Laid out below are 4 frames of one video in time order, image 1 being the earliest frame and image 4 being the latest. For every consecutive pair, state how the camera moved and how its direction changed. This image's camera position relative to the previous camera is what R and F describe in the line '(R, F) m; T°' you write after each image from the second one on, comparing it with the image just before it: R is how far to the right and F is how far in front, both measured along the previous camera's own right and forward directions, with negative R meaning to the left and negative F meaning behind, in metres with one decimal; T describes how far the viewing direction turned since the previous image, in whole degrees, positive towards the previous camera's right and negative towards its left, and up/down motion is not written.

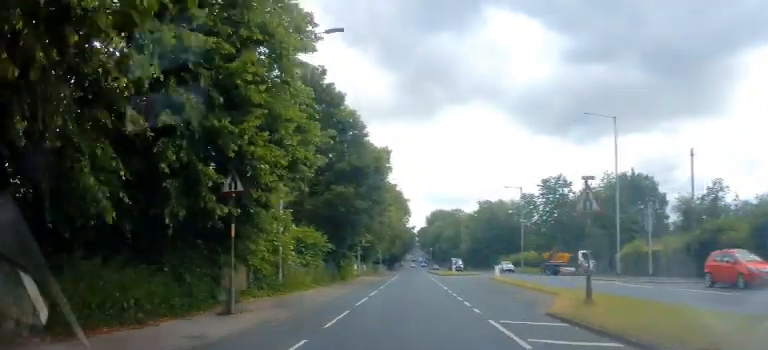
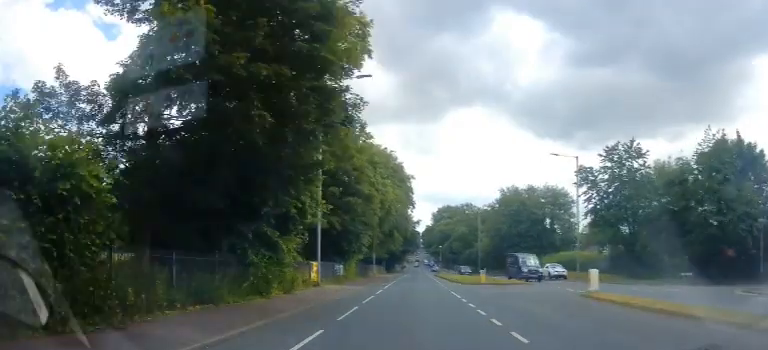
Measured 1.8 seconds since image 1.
(-0.1, +22.4) m; 0°
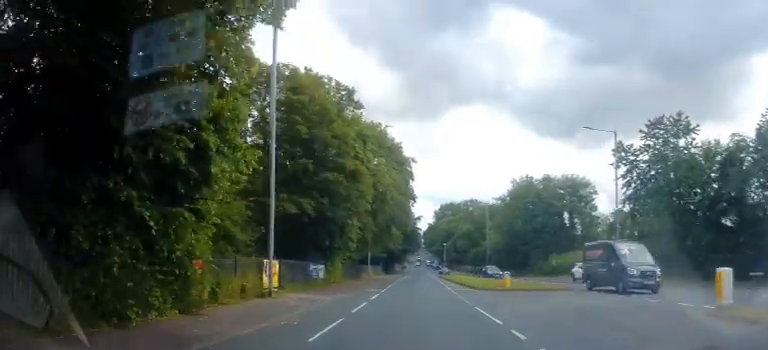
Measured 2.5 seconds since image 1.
(-0.2, +8.9) m; 0°
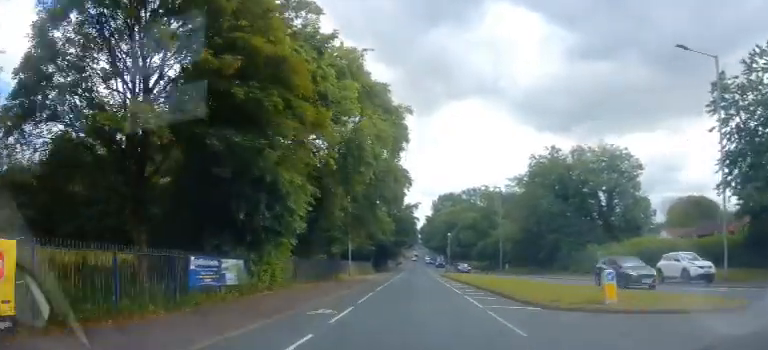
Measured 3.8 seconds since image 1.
(+0.1, +15.1) m; -1°
